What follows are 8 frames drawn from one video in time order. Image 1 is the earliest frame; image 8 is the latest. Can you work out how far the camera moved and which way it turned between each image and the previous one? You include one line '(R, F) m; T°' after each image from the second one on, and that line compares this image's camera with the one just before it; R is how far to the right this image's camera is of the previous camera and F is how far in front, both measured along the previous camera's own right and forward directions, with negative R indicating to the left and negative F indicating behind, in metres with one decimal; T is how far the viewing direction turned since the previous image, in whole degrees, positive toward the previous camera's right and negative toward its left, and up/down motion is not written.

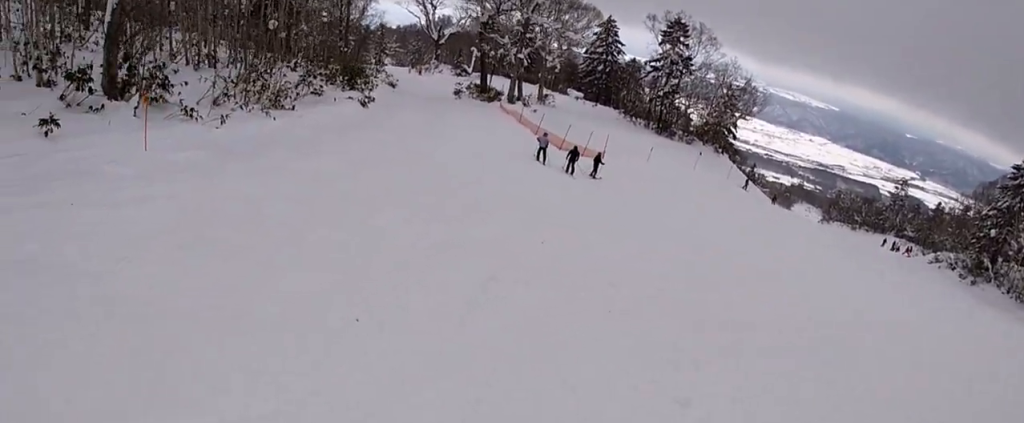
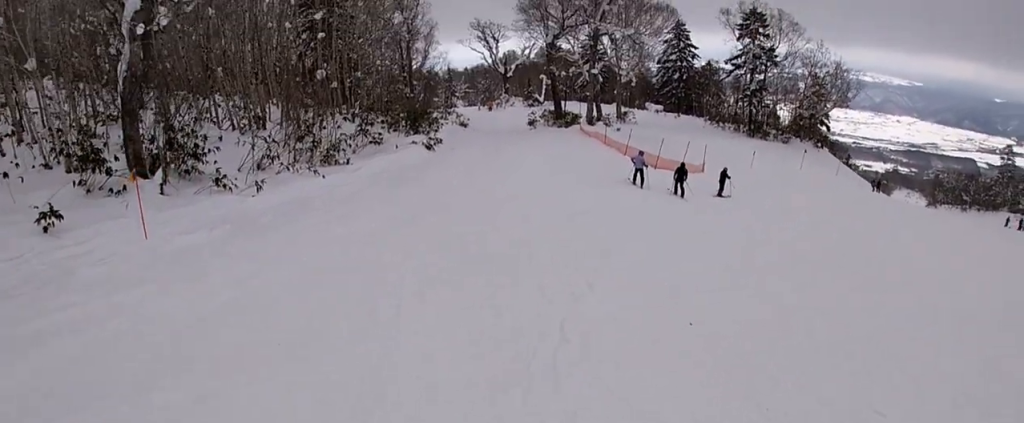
(-1.7, +3.9) m; -8°
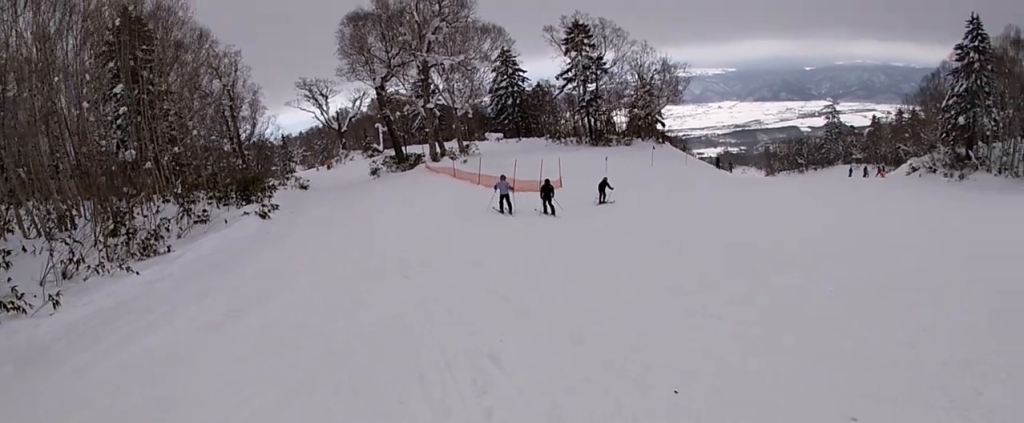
(+0.6, +2.6) m; +20°
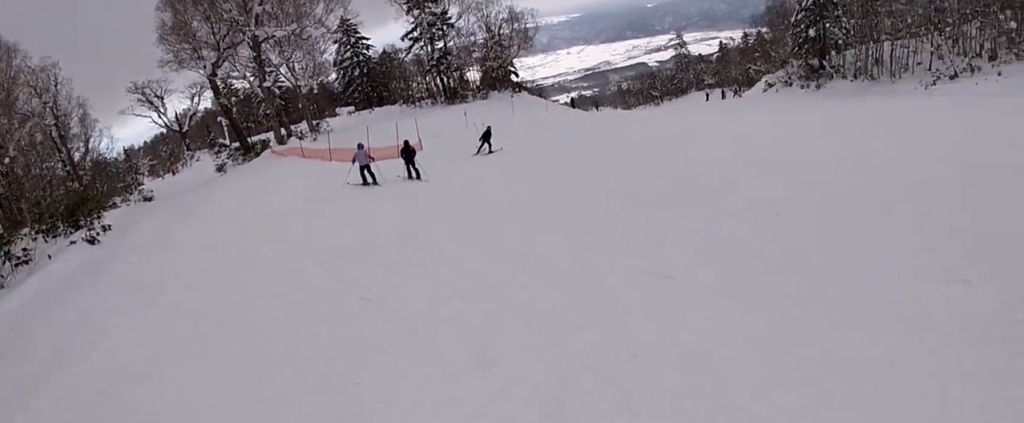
(0.0, +1.9) m; +14°
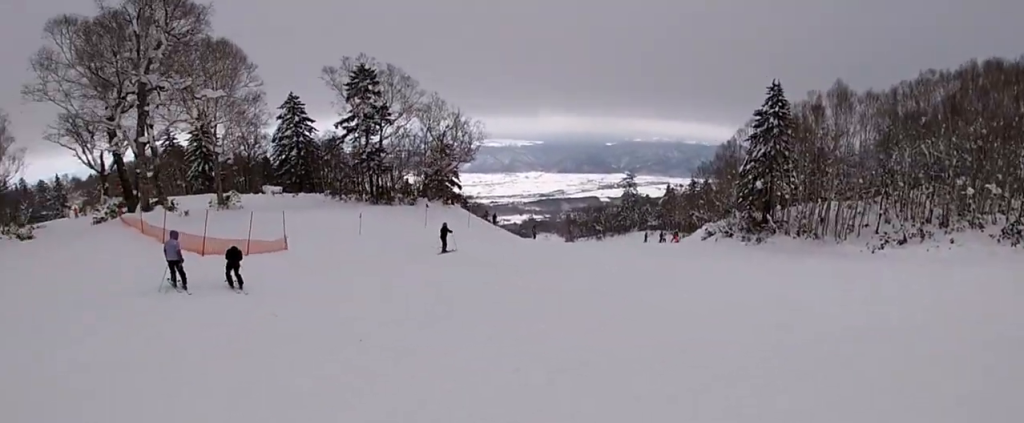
(+2.4, +6.1) m; +15°
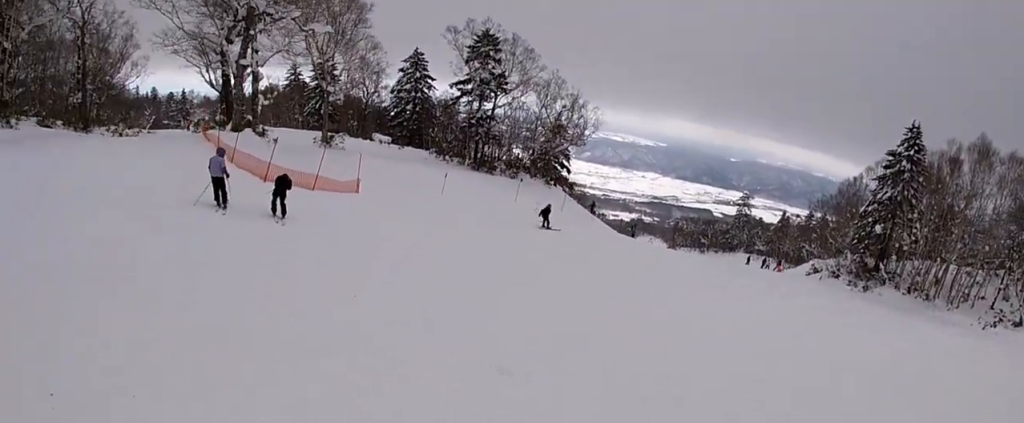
(+0.6, +1.9) m; -8°
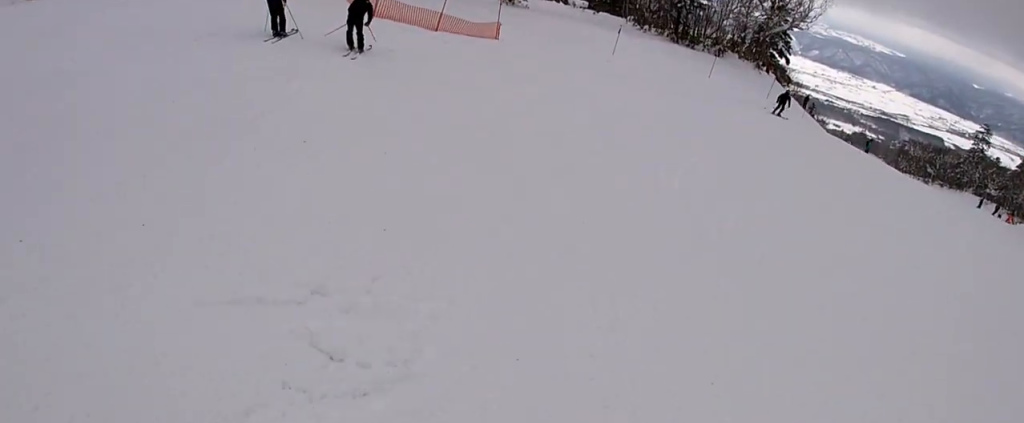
(-1.7, +4.0) m; -22°
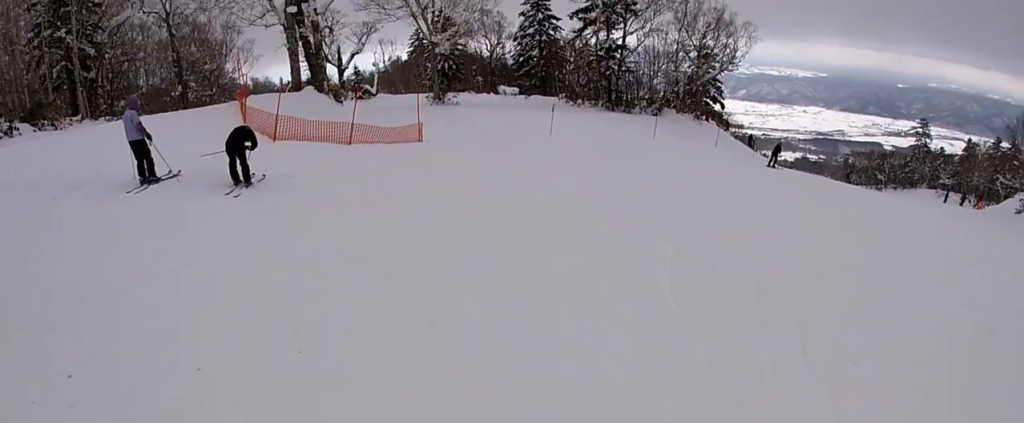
(-0.1, +2.8) m; +6°
